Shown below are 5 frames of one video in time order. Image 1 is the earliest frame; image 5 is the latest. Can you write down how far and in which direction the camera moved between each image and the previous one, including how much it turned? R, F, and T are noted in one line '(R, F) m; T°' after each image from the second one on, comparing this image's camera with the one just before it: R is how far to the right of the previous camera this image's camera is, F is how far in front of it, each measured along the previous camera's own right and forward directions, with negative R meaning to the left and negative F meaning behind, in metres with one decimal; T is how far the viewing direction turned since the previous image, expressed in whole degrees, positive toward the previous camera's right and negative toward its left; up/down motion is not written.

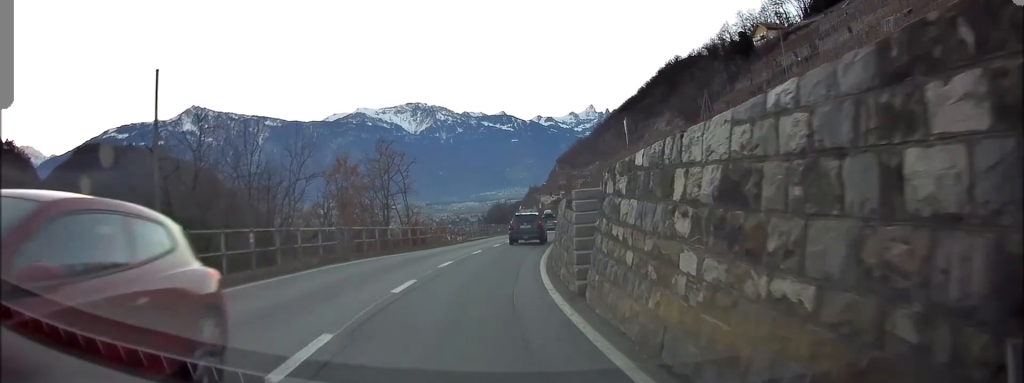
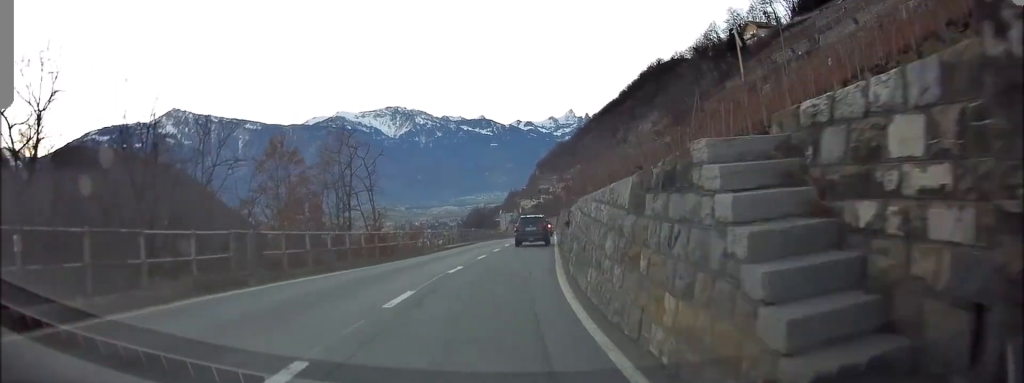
(+0.2, +6.7) m; +3°
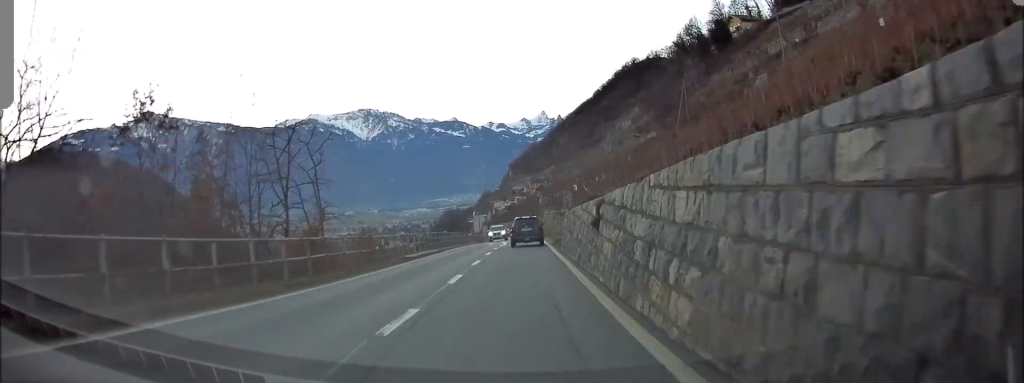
(+0.3, +8.8) m; +3°
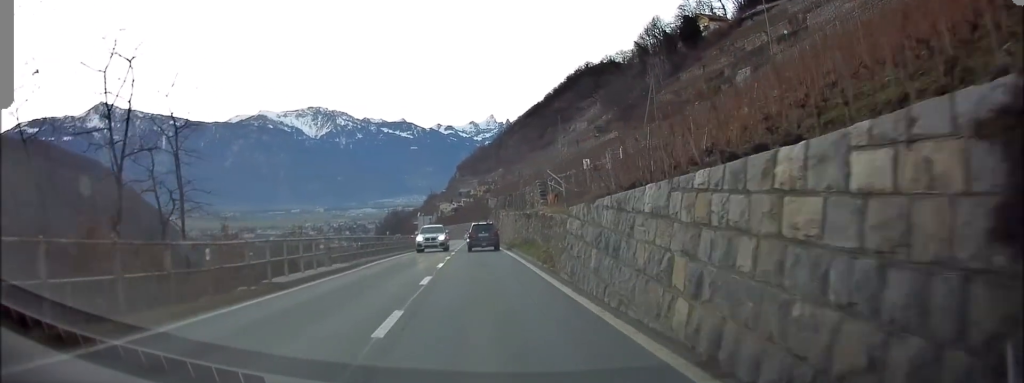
(+0.4, +11.4) m; +4°
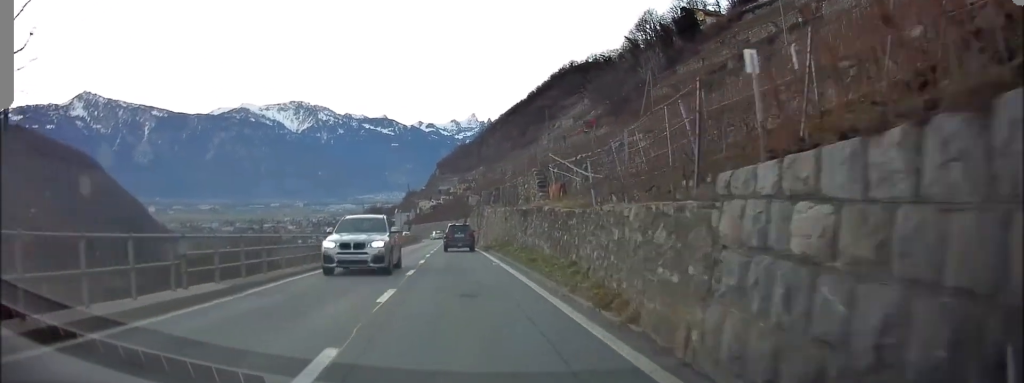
(+0.2, +8.6) m; +2°
